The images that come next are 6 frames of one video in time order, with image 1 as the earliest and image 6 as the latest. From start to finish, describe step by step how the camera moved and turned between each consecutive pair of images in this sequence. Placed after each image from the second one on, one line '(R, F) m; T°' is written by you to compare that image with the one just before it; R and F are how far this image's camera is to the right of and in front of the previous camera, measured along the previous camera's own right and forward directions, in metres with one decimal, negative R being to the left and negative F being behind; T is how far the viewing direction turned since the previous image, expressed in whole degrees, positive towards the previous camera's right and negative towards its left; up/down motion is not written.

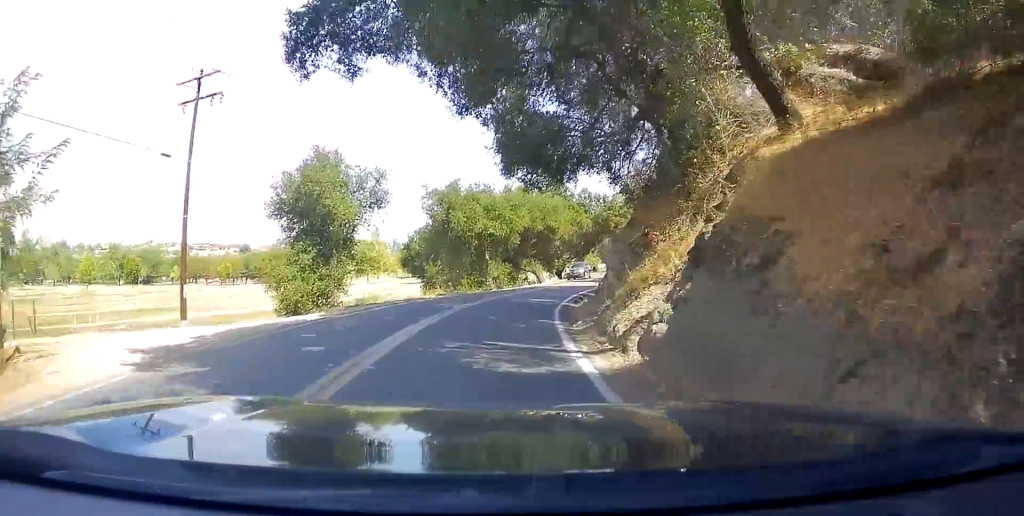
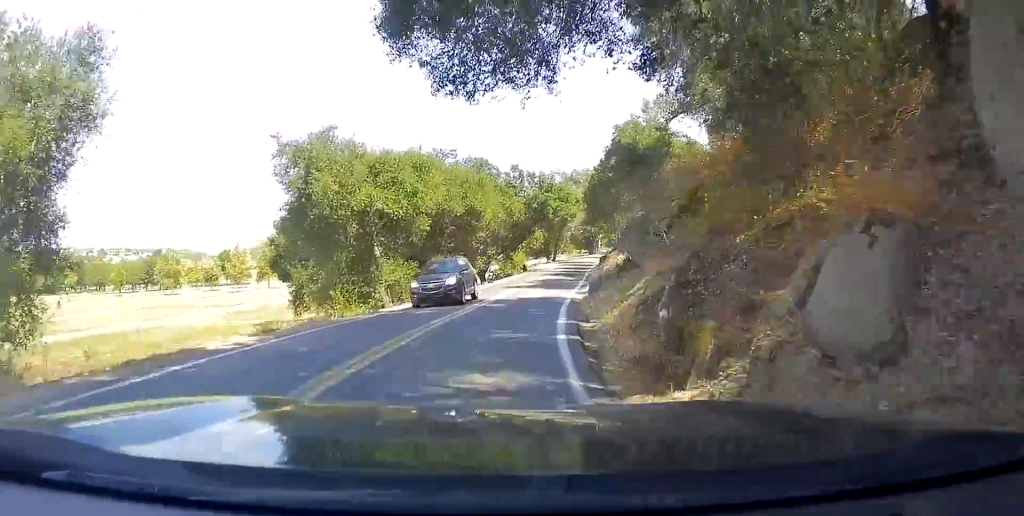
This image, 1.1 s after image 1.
(0.0, +16.9) m; +2°
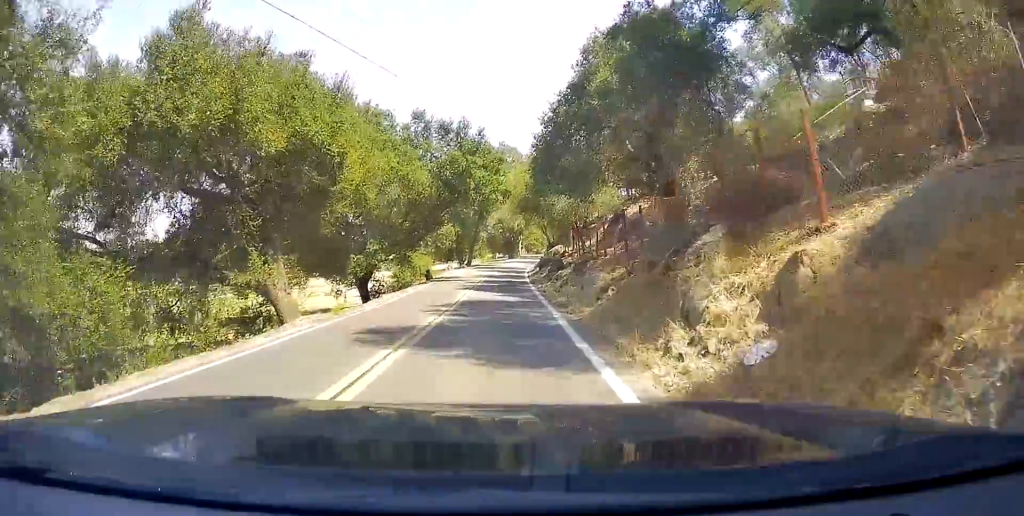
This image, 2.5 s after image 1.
(+2.0, +21.9) m; +10°
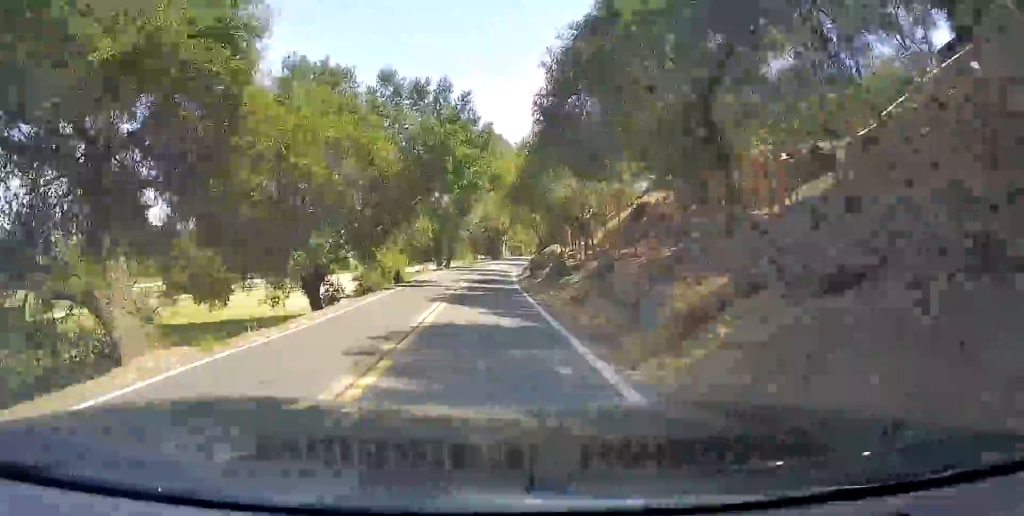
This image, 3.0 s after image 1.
(+0.6, +8.0) m; +2°
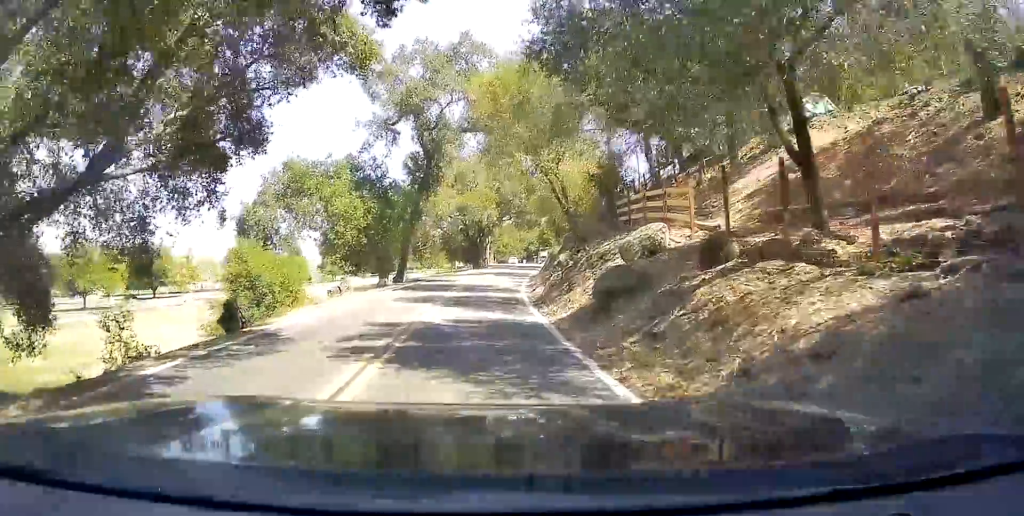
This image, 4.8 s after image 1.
(+0.7, +25.9) m; +4°
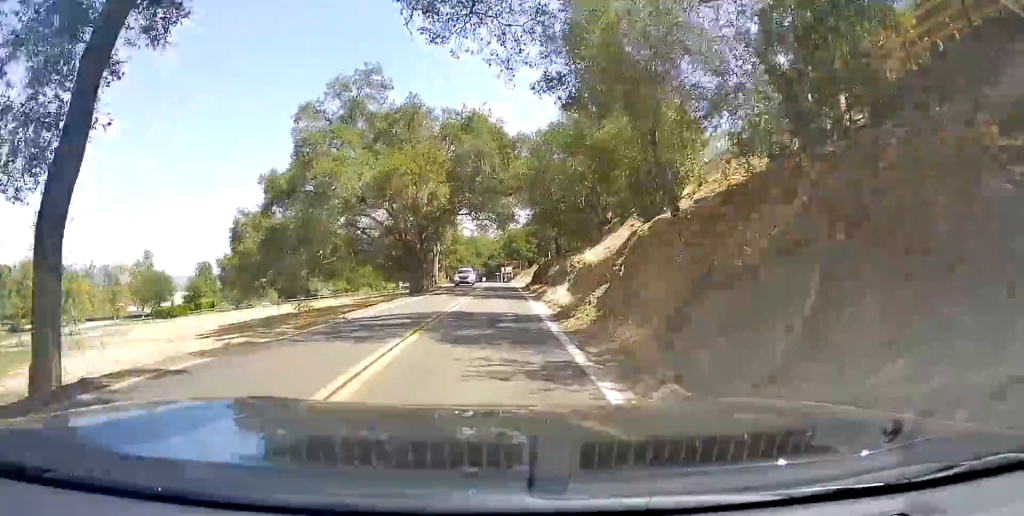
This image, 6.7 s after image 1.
(+0.4, +30.1) m; +3°
